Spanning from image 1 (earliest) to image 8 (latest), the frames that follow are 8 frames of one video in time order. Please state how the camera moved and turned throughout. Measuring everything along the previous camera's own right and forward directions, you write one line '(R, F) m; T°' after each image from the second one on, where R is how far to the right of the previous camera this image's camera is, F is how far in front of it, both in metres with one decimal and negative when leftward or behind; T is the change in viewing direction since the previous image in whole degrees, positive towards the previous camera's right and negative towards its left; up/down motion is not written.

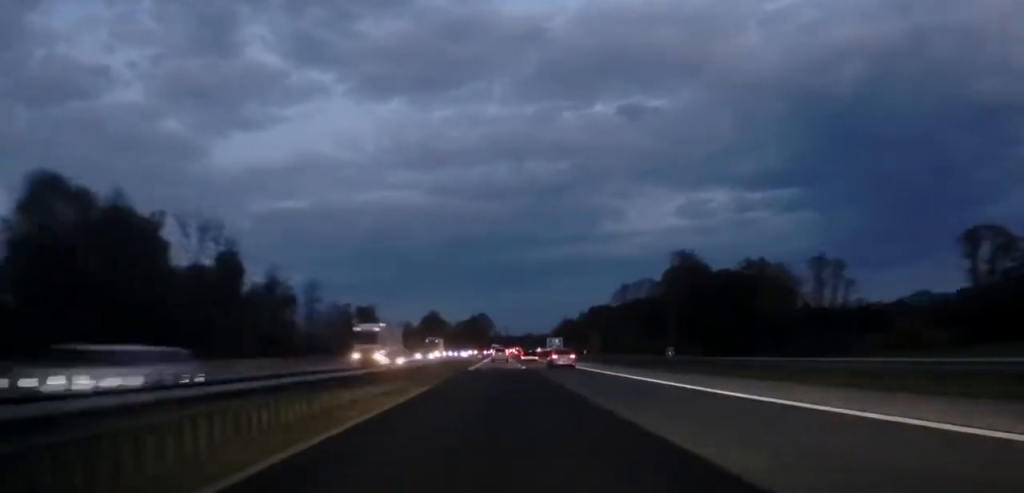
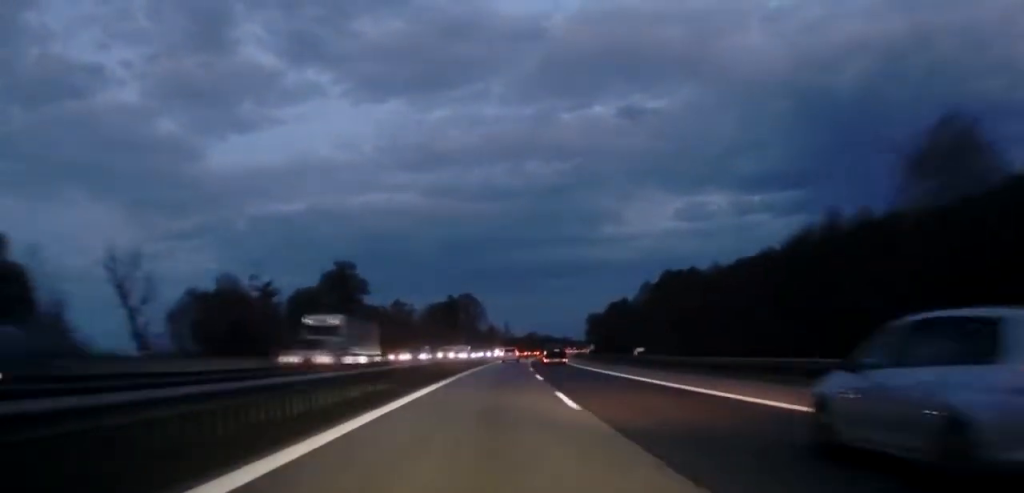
(+1.0, +180.6) m; +2°
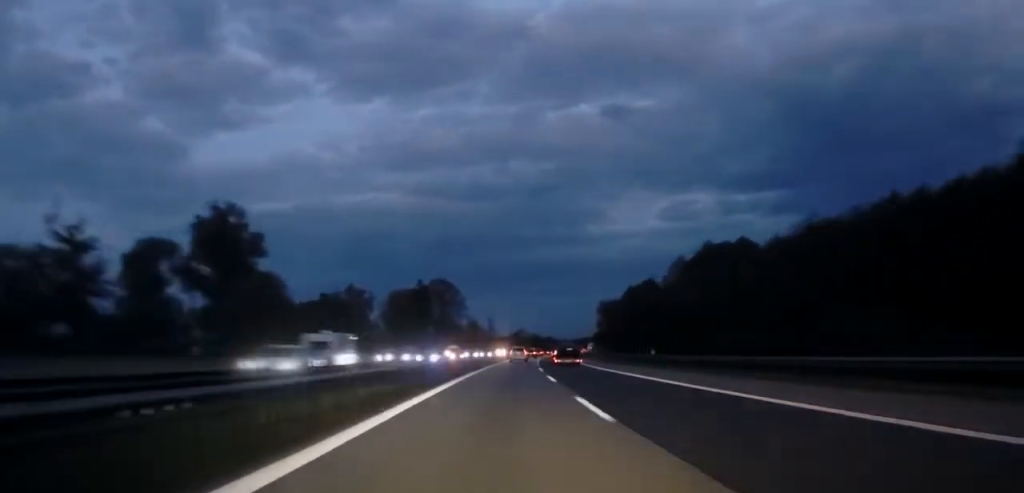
(-0.5, +56.3) m; +1°
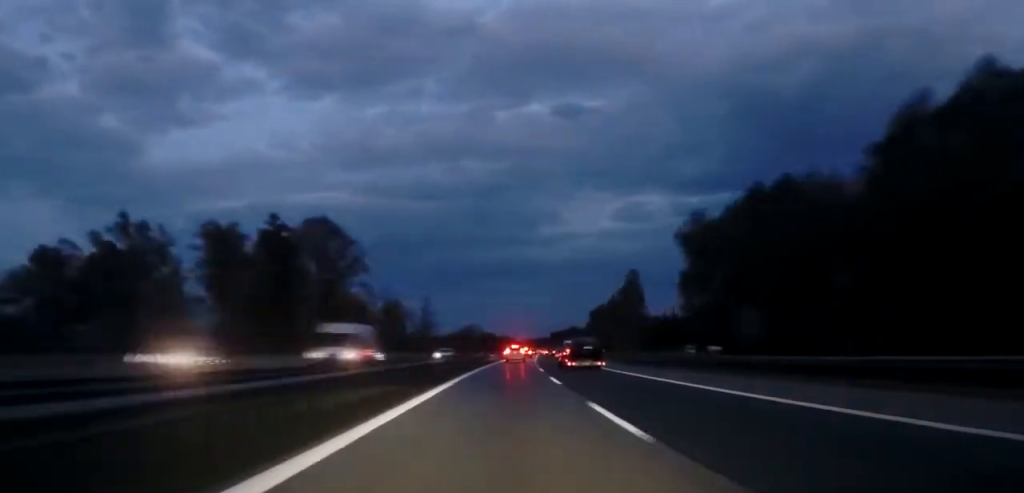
(+3.7, +104.3) m; +3°
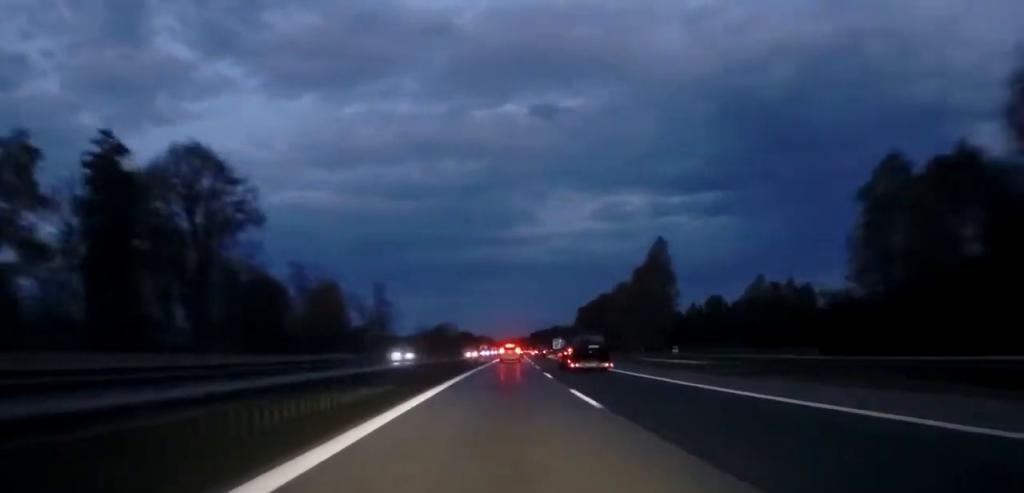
(+0.9, +45.3) m; +1°
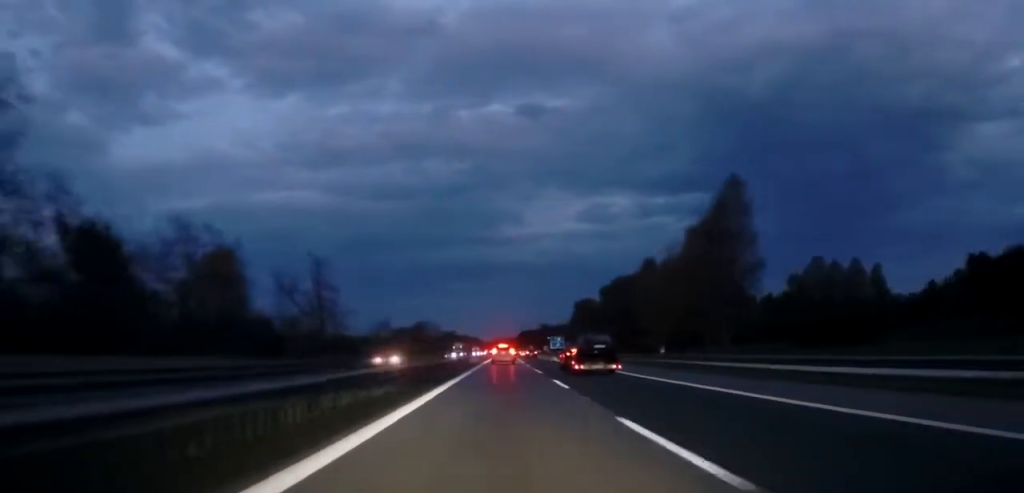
(+0.4, +45.2) m; +1°
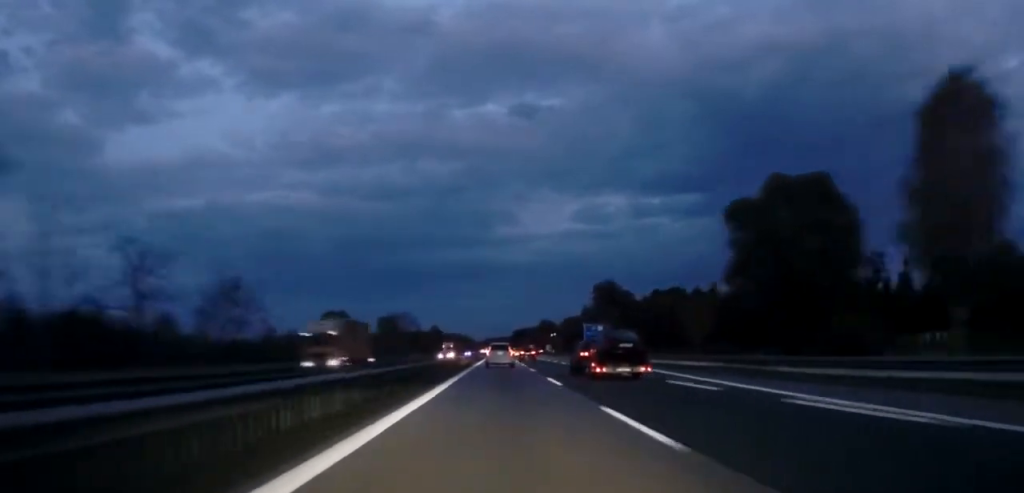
(+0.3, +86.0) m; +1°
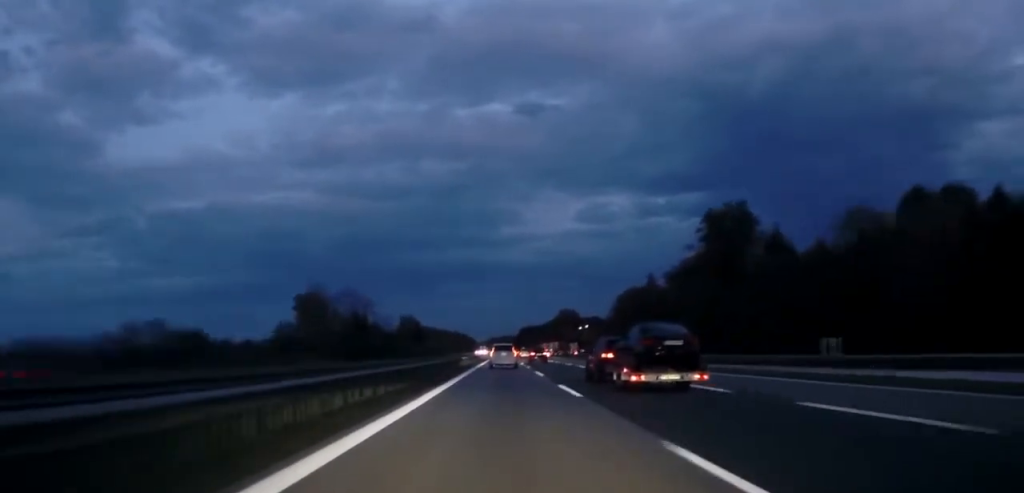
(+0.5, +136.2) m; 0°
